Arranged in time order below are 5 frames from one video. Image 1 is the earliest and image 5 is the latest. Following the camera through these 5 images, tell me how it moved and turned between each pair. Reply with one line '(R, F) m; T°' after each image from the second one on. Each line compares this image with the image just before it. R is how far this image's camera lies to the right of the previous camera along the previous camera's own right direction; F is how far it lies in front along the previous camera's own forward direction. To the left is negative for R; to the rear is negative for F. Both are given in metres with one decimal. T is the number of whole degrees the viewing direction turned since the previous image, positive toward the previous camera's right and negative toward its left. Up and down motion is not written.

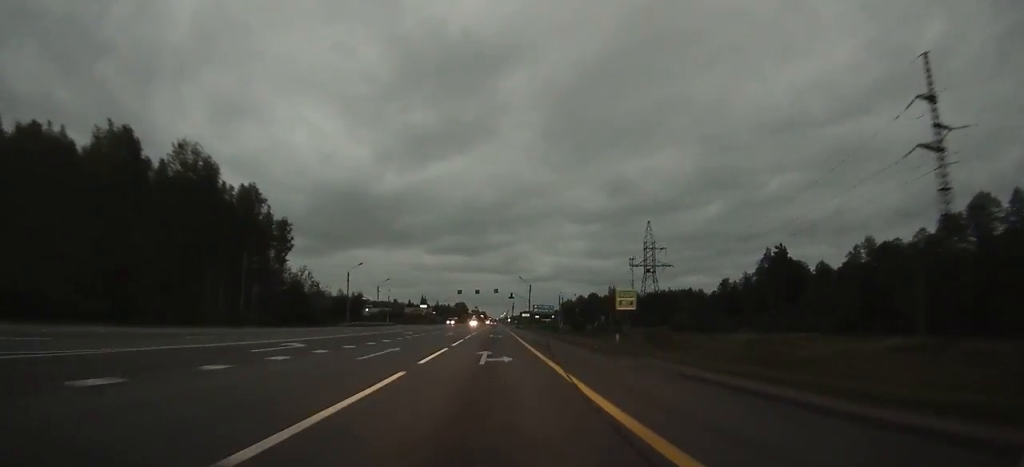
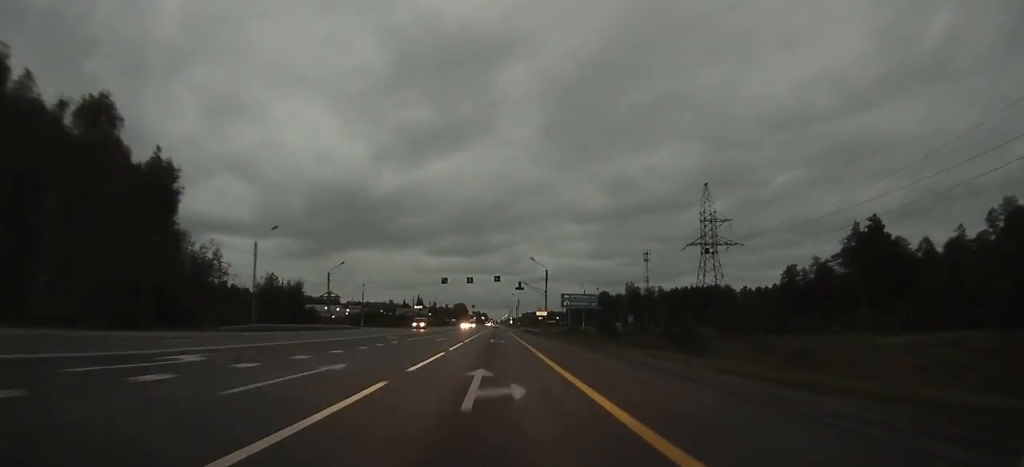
(0.0, +38.5) m; 0°
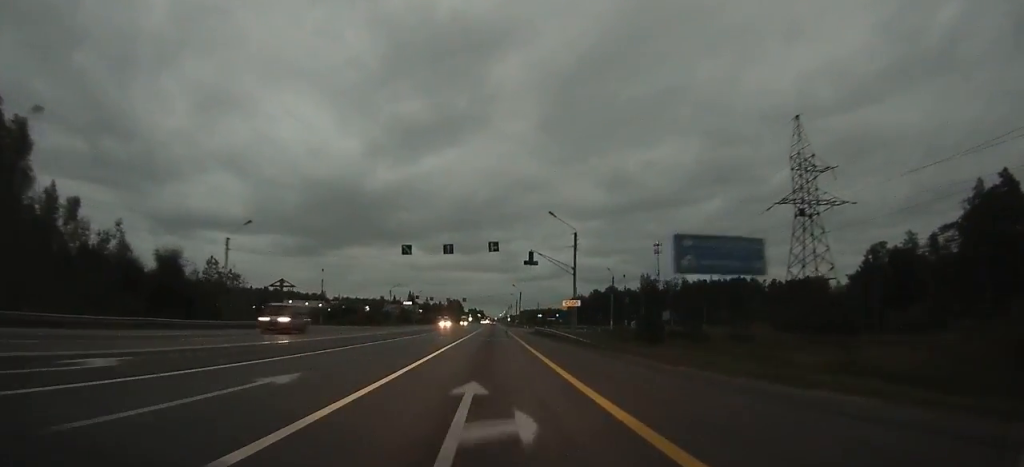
(-0.1, +33.8) m; 0°
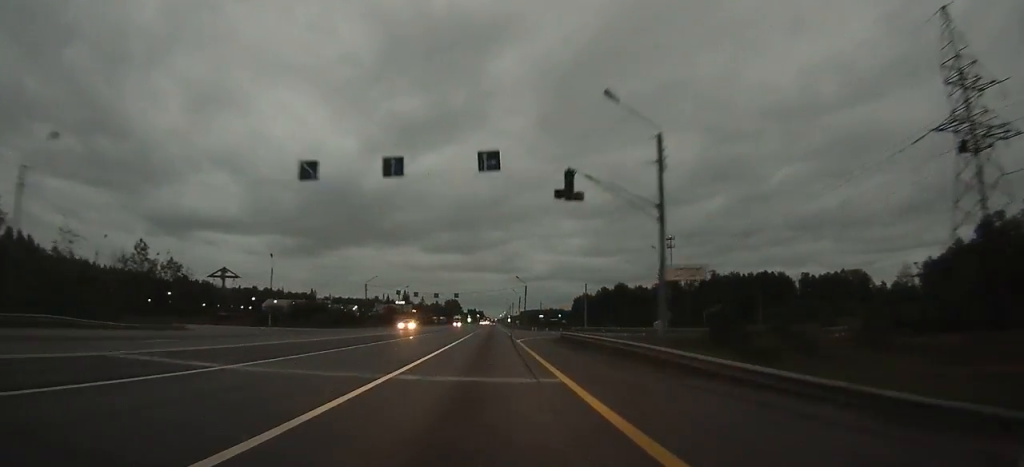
(0.0, +27.6) m; 0°
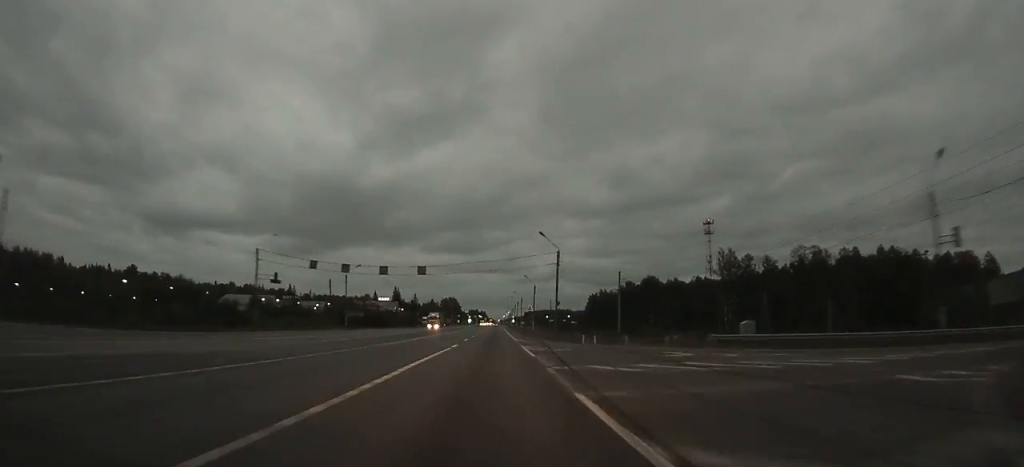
(0.0, +56.7) m; 0°
